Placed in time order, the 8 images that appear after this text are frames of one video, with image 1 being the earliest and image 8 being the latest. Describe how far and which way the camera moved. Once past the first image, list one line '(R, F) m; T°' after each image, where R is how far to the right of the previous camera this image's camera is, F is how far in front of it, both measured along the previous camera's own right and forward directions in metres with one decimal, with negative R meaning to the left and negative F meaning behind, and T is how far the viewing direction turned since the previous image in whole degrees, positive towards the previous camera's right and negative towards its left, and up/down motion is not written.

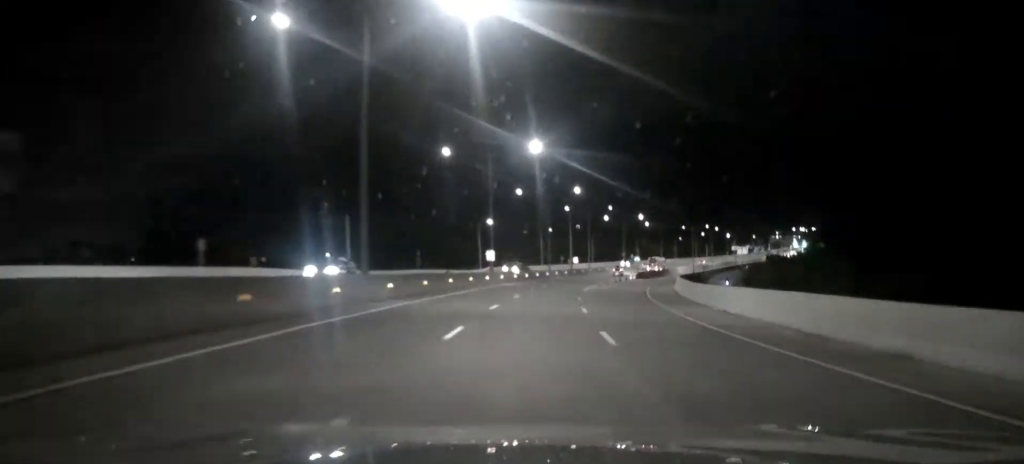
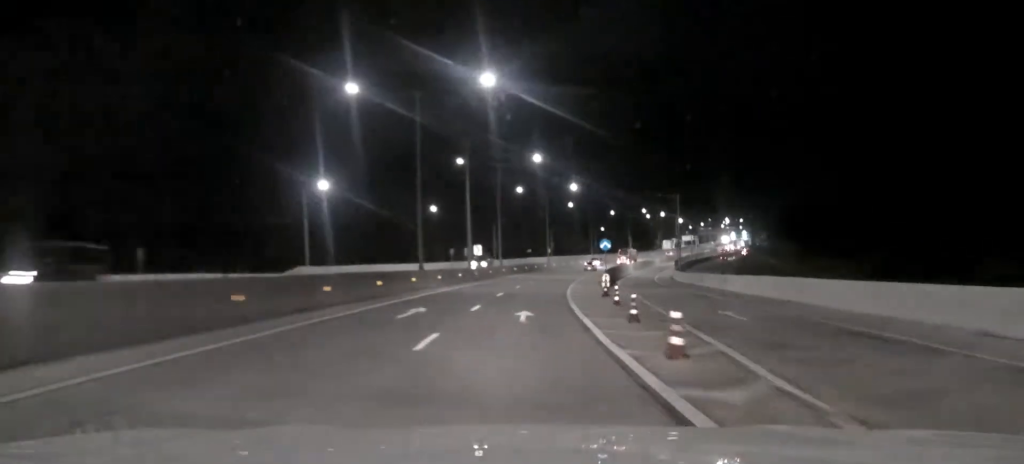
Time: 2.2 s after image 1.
(+4.4, +59.4) m; +8°
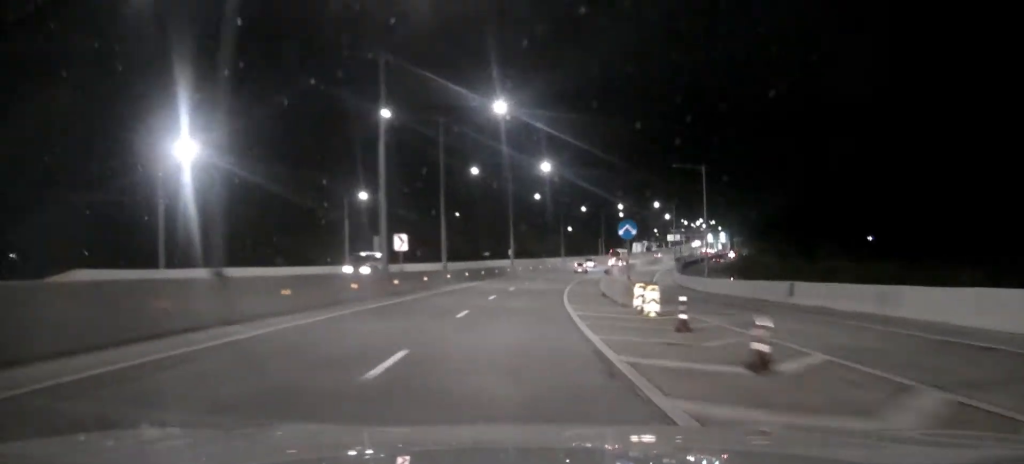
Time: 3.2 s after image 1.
(+0.8, +26.4) m; +3°
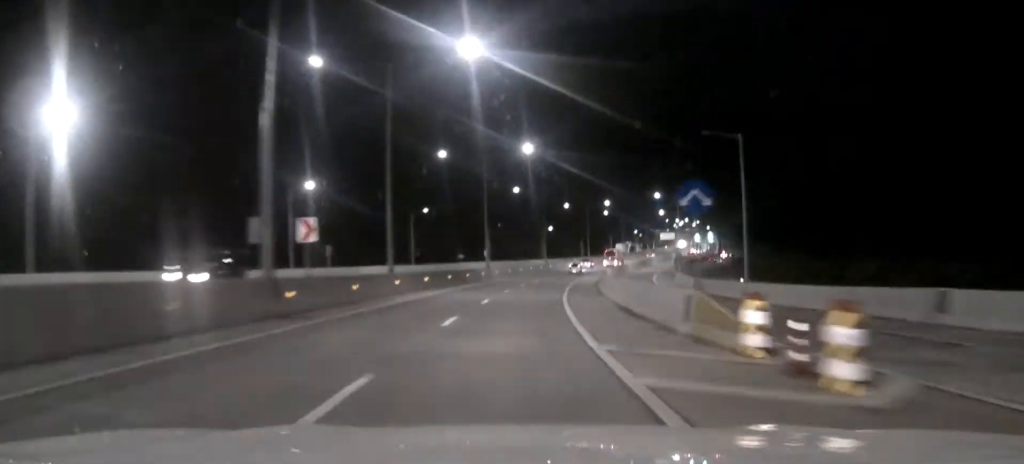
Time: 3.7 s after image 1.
(+0.2, +14.8) m; +2°
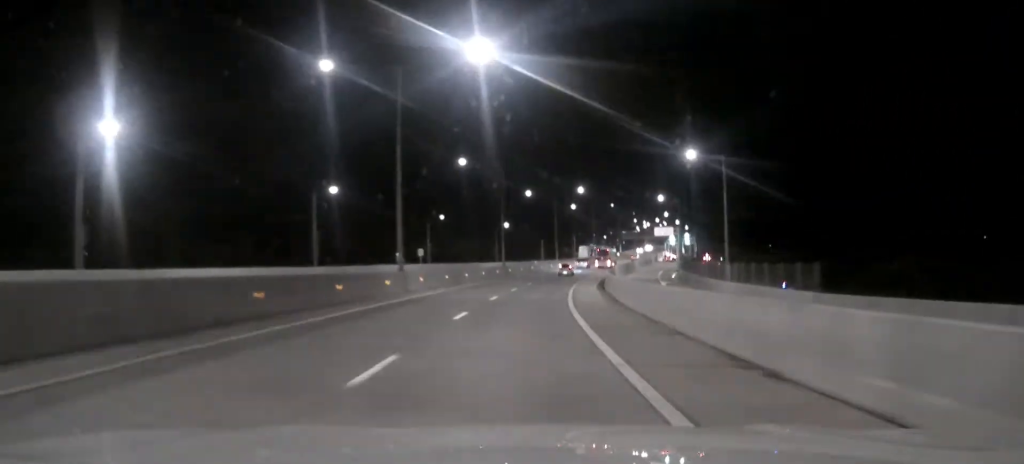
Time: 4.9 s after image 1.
(+1.3, +34.1) m; +4°
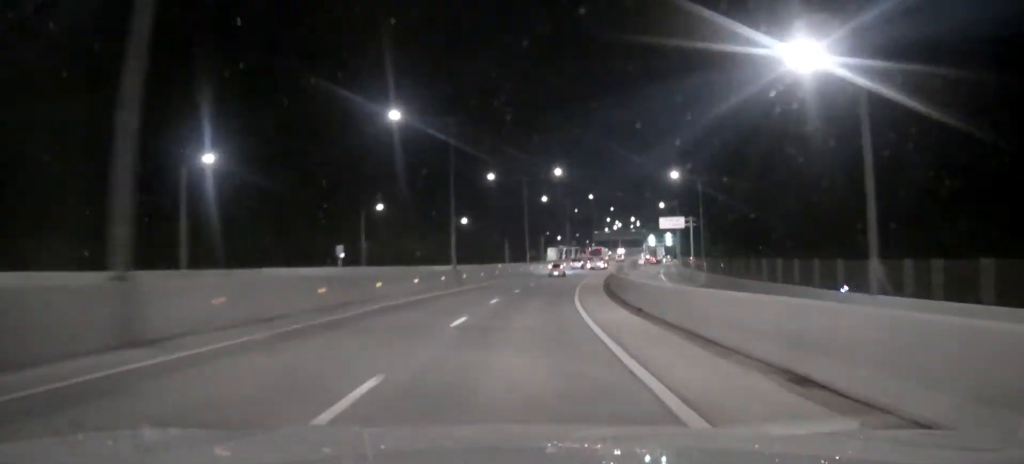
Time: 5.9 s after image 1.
(+0.8, +27.2) m; +3°
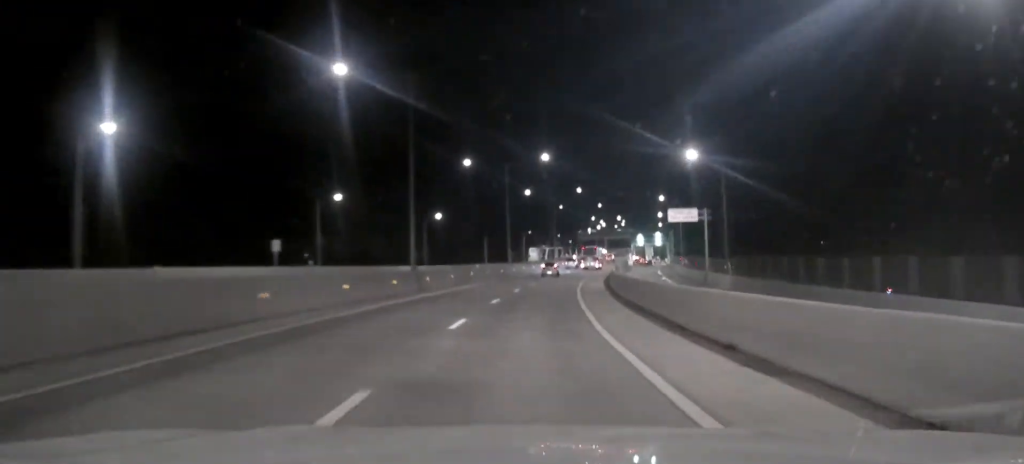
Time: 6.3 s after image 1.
(+0.2, +13.9) m; +2°
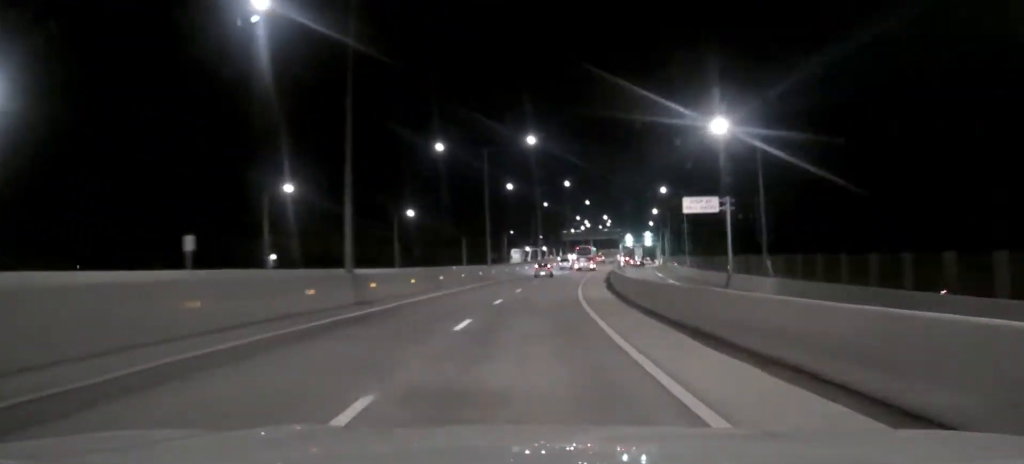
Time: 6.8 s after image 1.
(+0.2, +13.1) m; +2°
